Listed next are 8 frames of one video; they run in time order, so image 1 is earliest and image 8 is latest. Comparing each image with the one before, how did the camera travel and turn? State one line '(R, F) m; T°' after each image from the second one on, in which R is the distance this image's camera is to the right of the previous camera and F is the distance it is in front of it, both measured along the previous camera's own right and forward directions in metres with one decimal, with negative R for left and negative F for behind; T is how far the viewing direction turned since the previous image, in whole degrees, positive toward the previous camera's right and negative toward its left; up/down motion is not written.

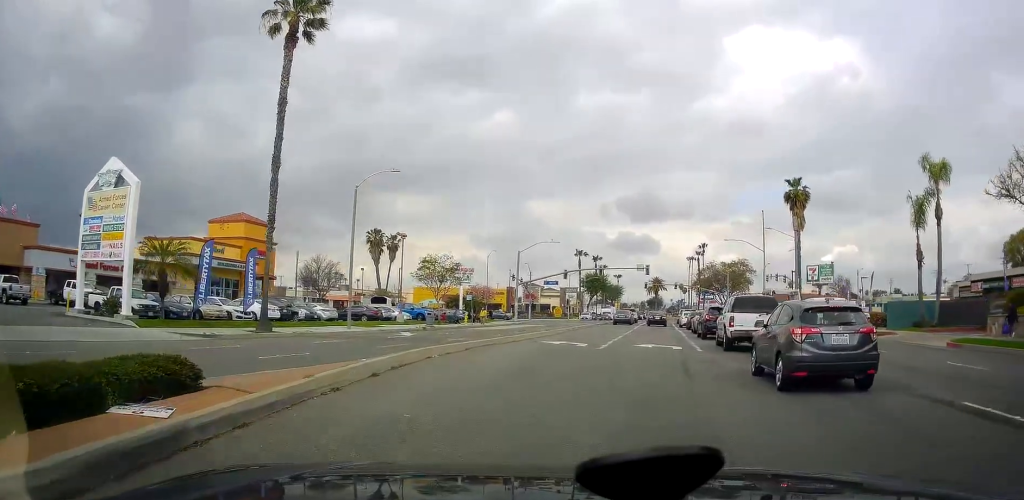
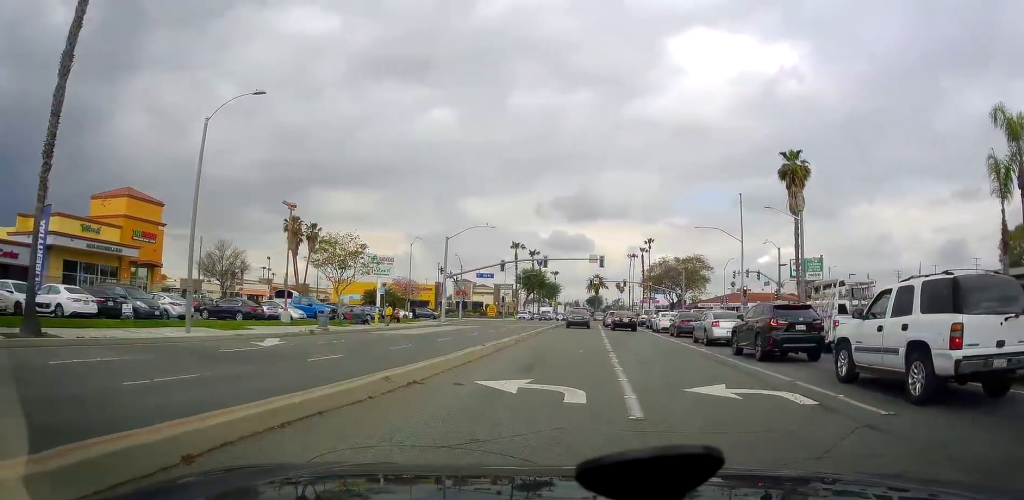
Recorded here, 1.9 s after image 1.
(-0.3, +13.5) m; +5°
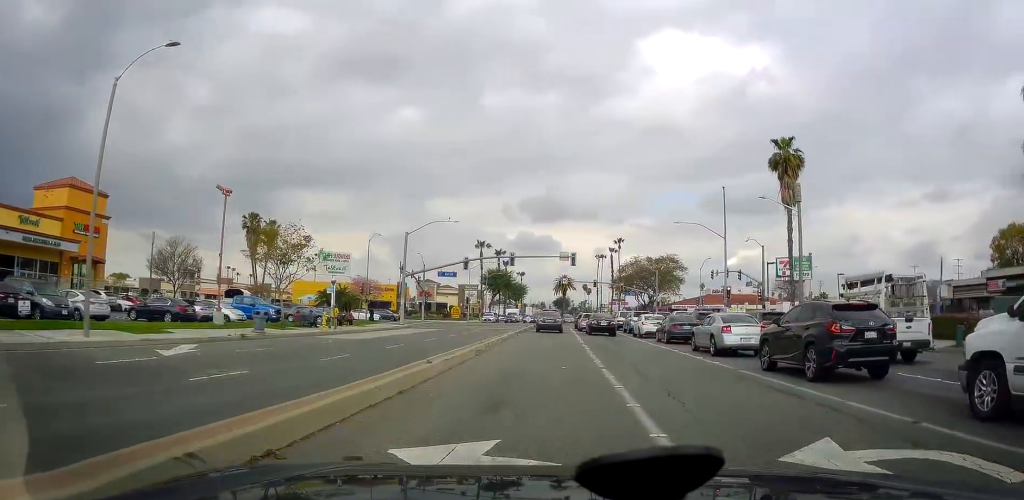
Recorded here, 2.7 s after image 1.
(+0.1, +4.8) m; +1°
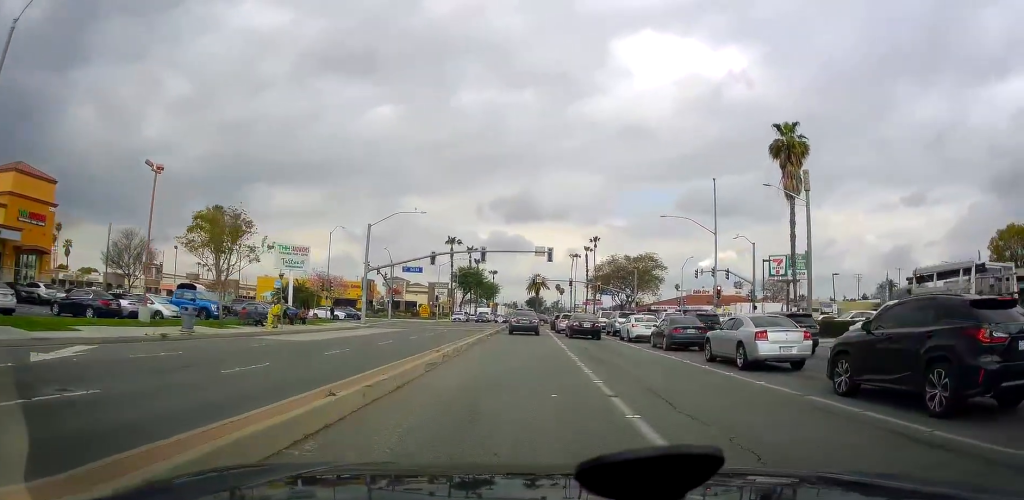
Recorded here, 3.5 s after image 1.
(0.0, +4.9) m; 0°
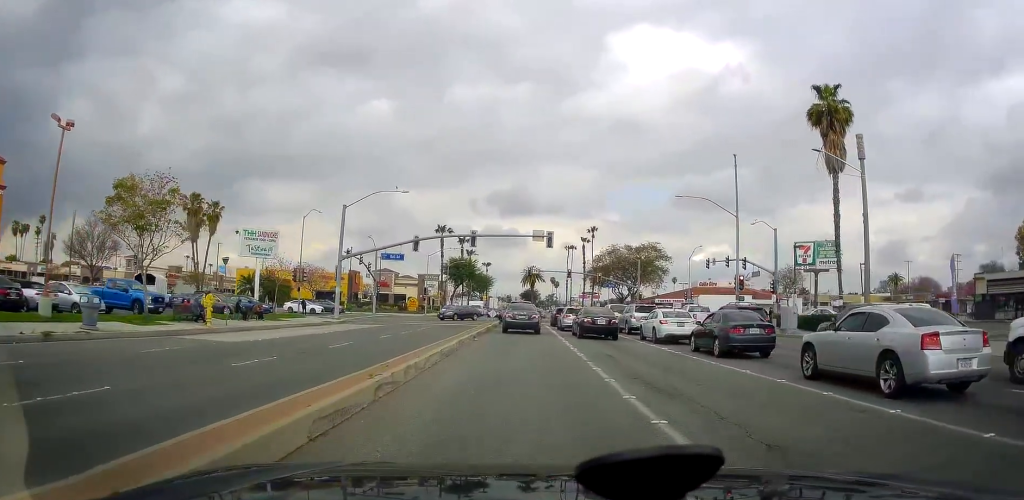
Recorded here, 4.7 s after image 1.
(0.0, +6.9) m; 0°
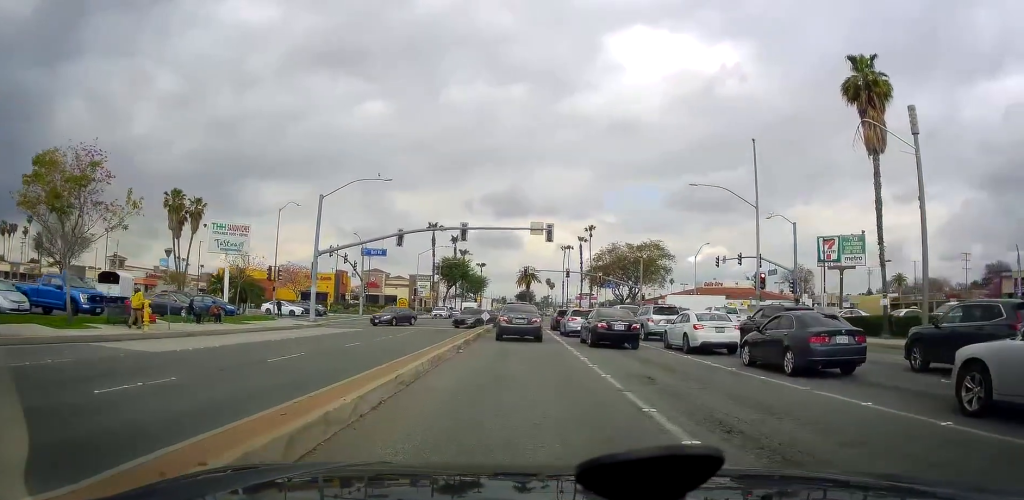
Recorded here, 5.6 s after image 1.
(0.0, +5.0) m; +5°
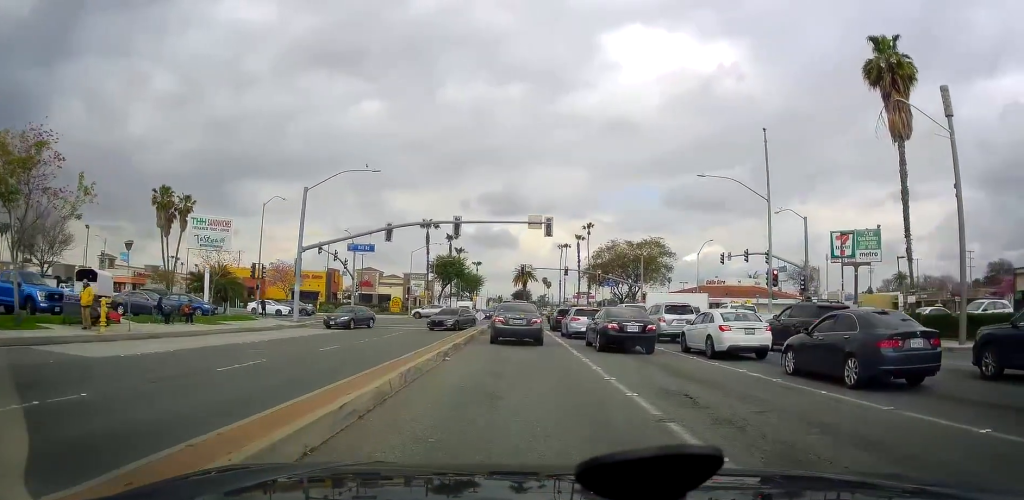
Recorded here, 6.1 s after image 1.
(-0.2, +2.7) m; +4°
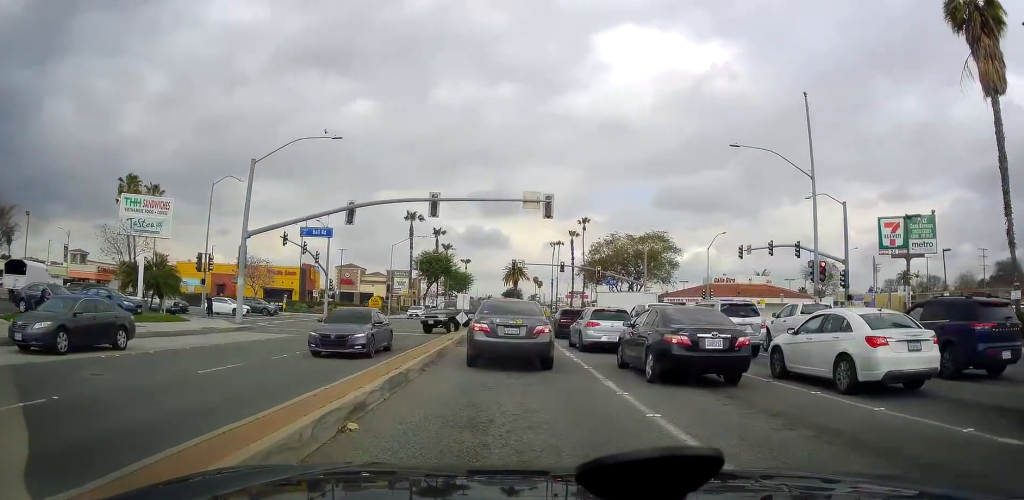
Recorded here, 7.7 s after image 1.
(+0.3, +8.1) m; -6°
